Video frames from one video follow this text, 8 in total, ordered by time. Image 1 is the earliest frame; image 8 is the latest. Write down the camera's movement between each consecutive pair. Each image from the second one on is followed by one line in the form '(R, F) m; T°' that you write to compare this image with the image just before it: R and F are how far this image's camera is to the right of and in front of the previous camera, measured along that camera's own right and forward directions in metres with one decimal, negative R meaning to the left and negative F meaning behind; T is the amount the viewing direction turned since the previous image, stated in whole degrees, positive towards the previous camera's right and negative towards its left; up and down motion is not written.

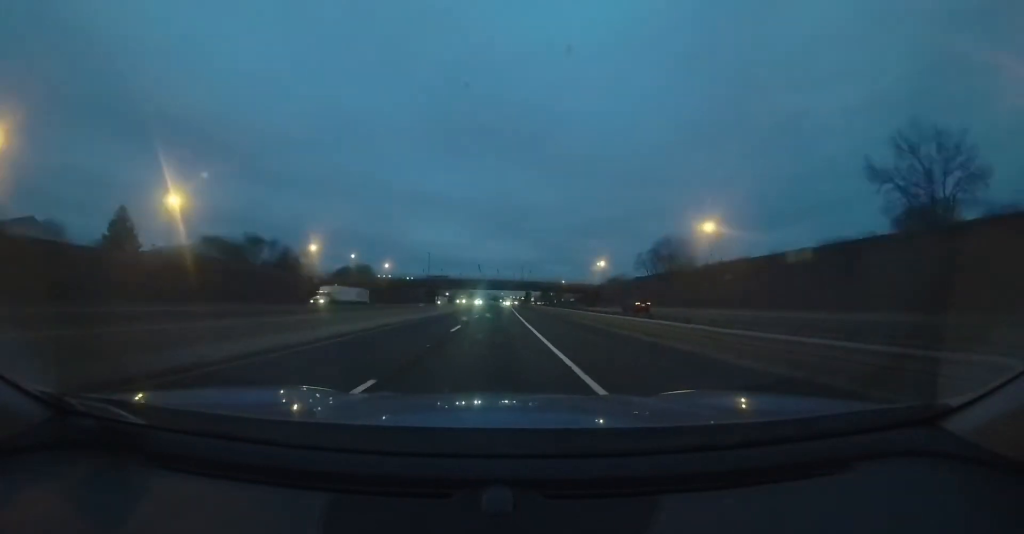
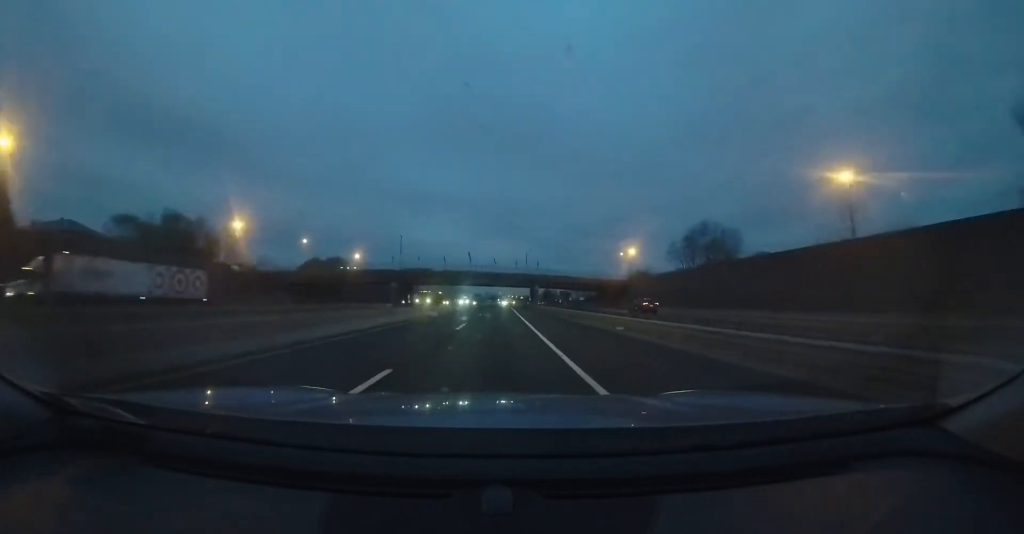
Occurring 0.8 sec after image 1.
(+0.3, +23.4) m; +1°
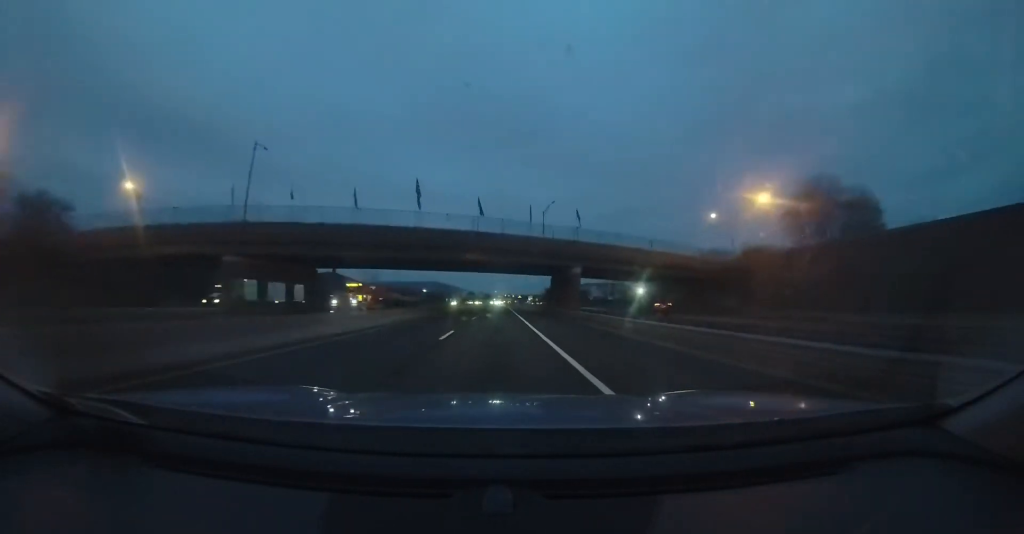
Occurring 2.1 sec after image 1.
(+0.4, +40.2) m; +1°
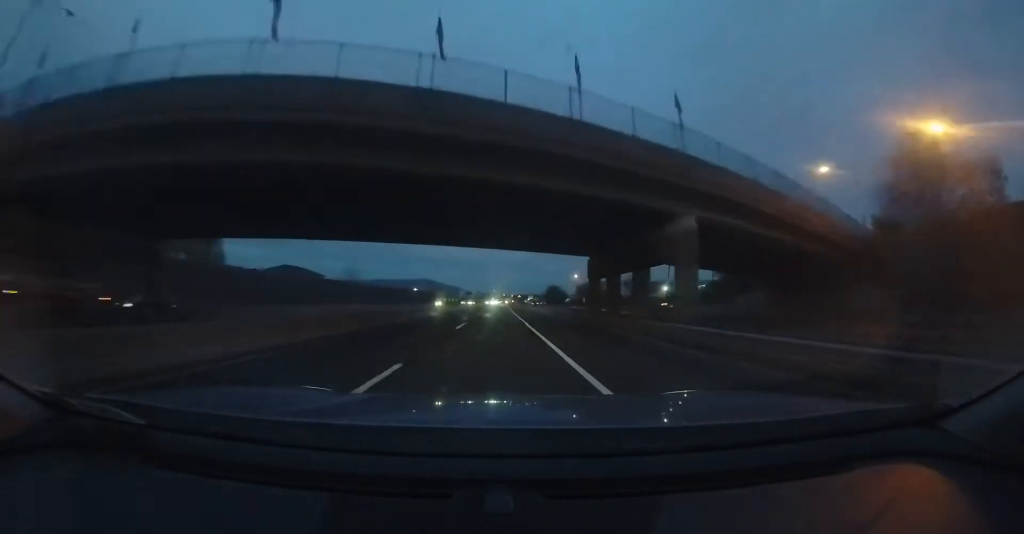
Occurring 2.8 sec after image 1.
(+0.2, +19.9) m; 0°
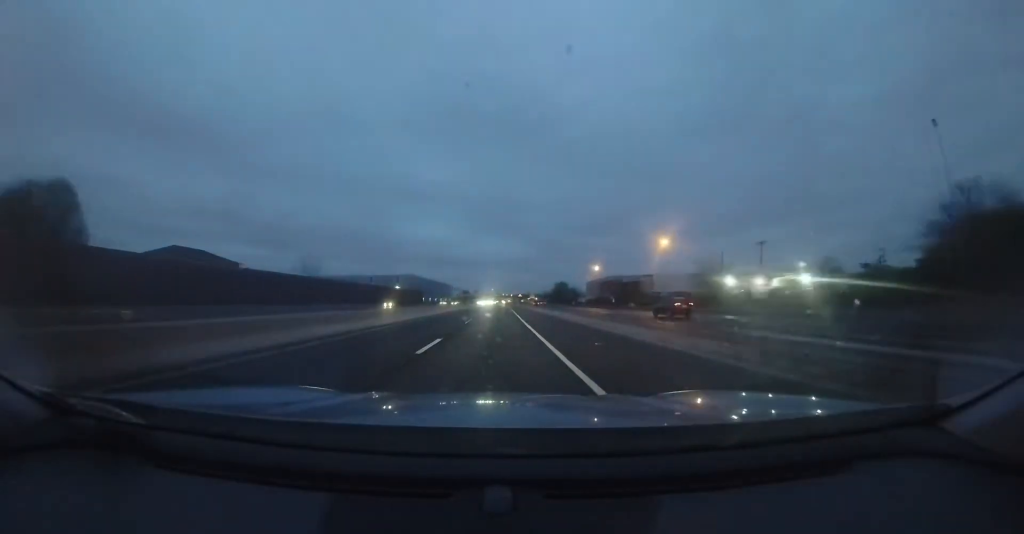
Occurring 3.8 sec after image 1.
(-0.4, +31.7) m; 0°
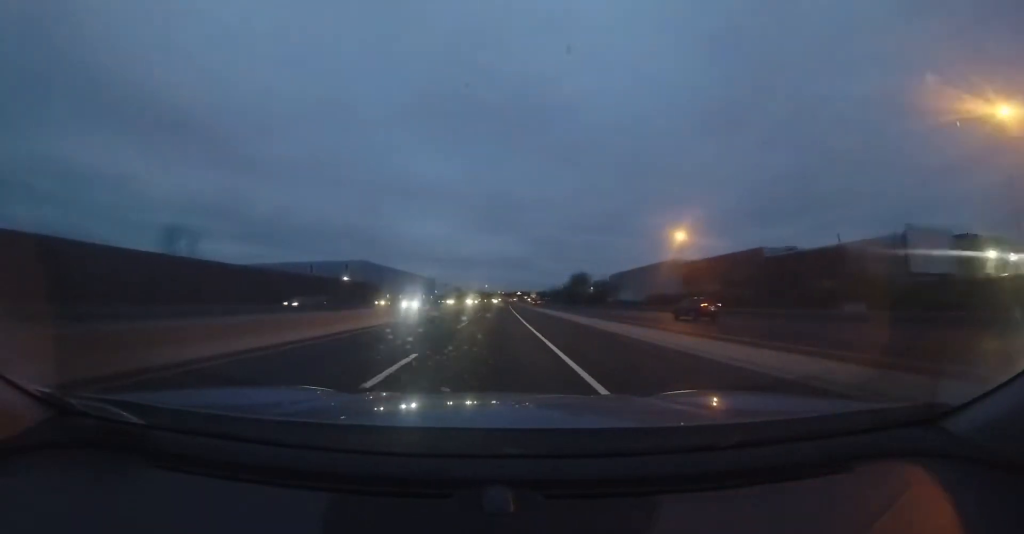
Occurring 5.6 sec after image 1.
(+0.8, +51.3) m; +1°
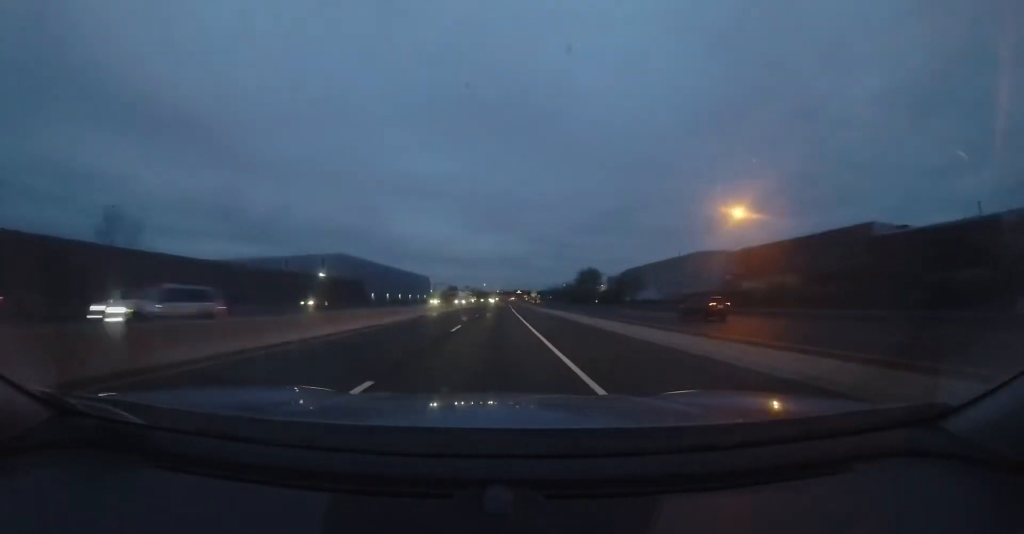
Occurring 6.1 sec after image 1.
(0.0, +14.7) m; 0°
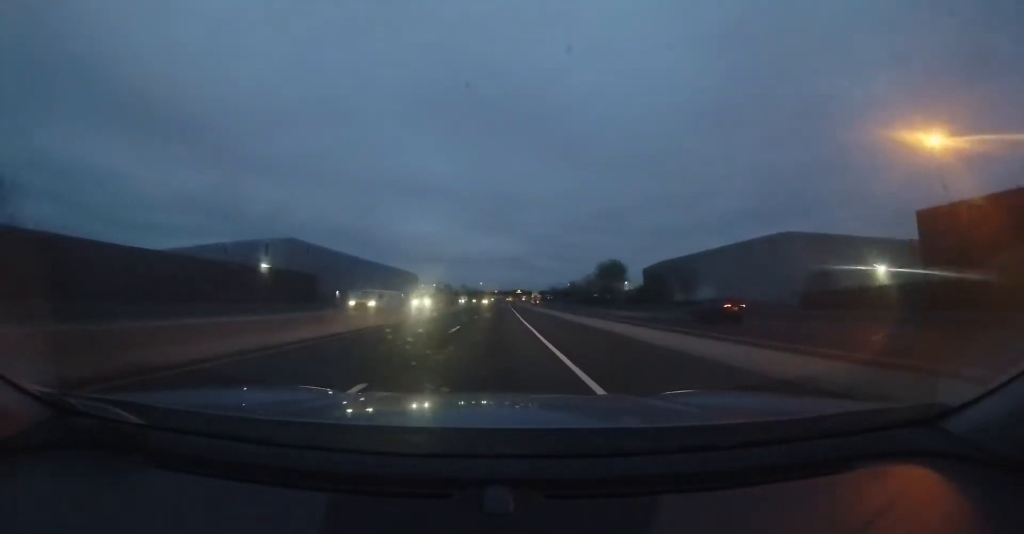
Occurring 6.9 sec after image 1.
(0.0, +24.6) m; 0°
